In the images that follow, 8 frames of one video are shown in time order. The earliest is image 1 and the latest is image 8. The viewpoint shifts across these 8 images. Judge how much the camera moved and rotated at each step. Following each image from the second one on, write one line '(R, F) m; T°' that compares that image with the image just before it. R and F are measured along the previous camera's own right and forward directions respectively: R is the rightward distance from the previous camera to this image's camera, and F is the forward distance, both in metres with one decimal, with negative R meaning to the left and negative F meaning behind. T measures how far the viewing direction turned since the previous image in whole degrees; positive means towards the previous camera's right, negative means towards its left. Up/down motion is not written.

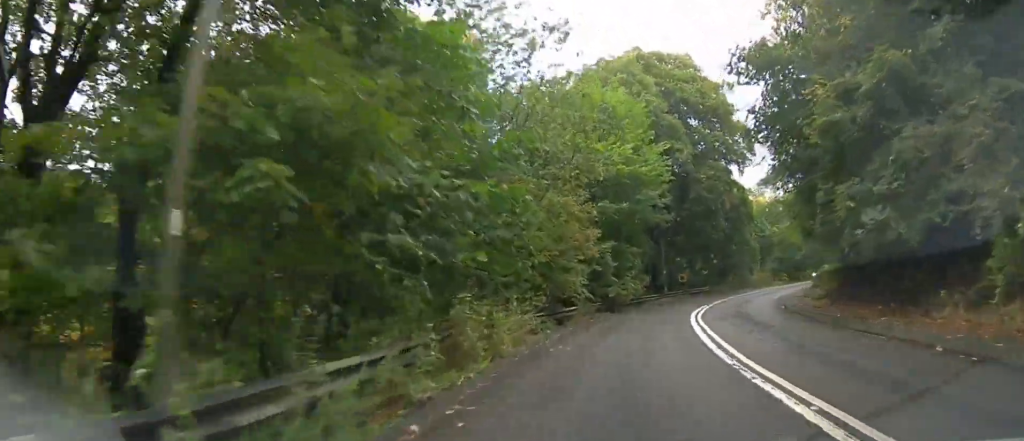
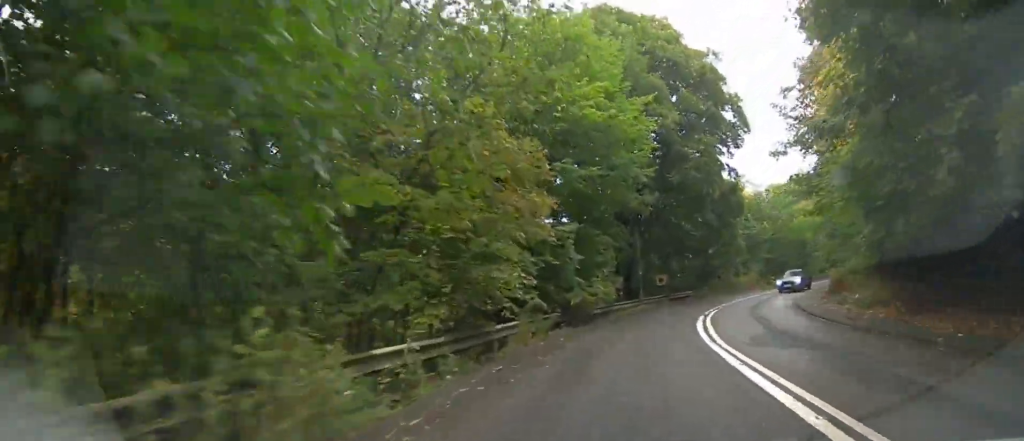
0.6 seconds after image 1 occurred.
(0.0, +7.8) m; +3°
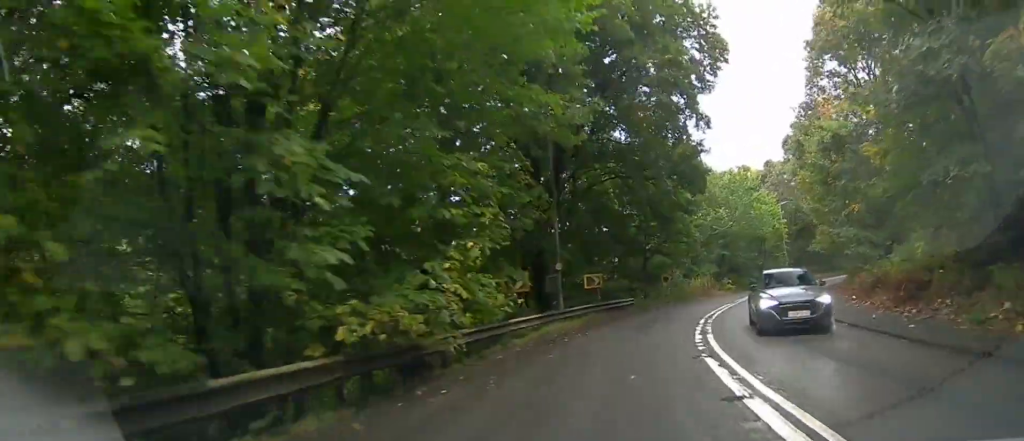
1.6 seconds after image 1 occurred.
(+0.8, +13.0) m; +6°
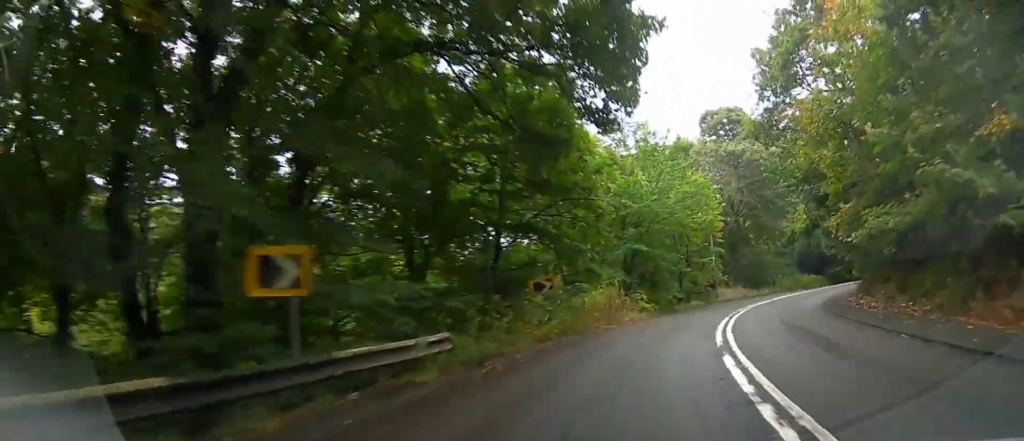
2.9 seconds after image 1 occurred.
(+1.2, +17.9) m; +10°
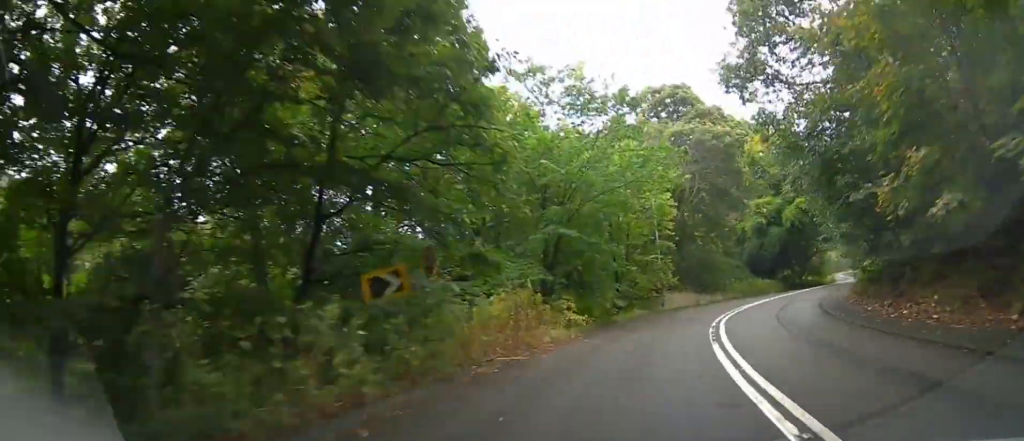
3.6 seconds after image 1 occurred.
(+0.4, +8.2) m; +8°
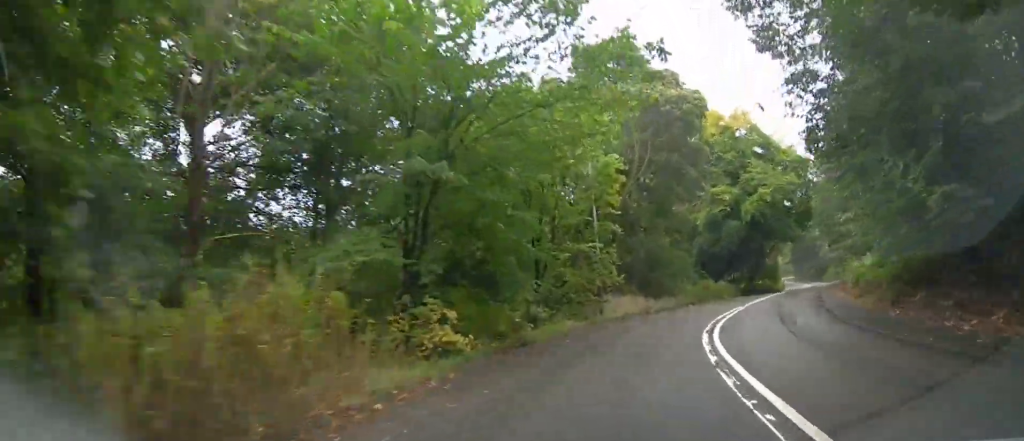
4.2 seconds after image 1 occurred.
(+0.7, +8.1) m; +8°
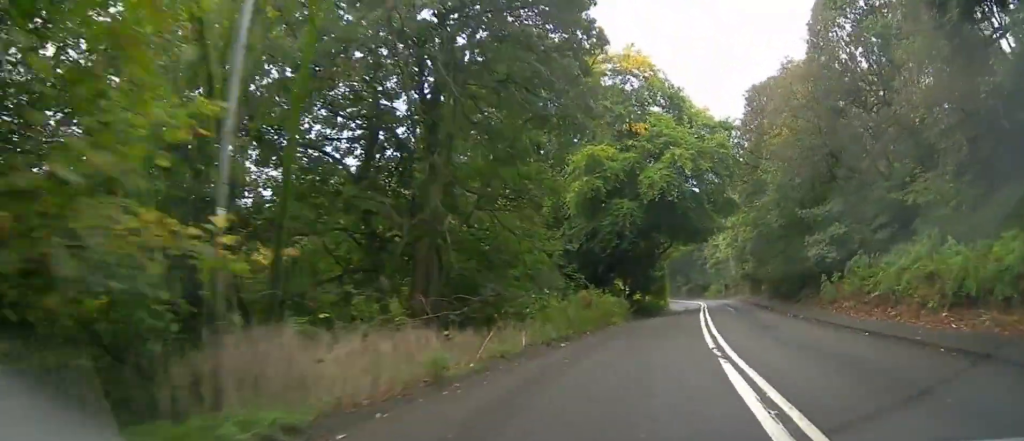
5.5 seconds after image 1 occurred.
(+2.5, +16.6) m; +16°
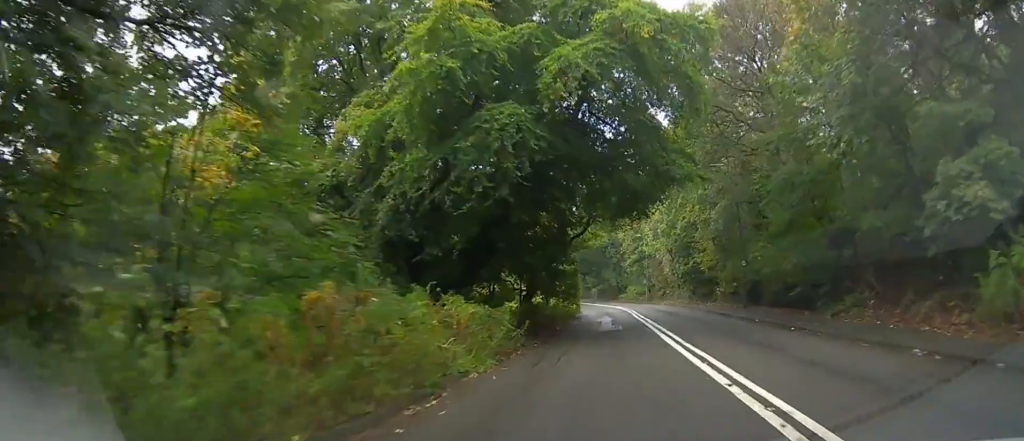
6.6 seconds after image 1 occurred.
(+1.6, +14.1) m; +10°
